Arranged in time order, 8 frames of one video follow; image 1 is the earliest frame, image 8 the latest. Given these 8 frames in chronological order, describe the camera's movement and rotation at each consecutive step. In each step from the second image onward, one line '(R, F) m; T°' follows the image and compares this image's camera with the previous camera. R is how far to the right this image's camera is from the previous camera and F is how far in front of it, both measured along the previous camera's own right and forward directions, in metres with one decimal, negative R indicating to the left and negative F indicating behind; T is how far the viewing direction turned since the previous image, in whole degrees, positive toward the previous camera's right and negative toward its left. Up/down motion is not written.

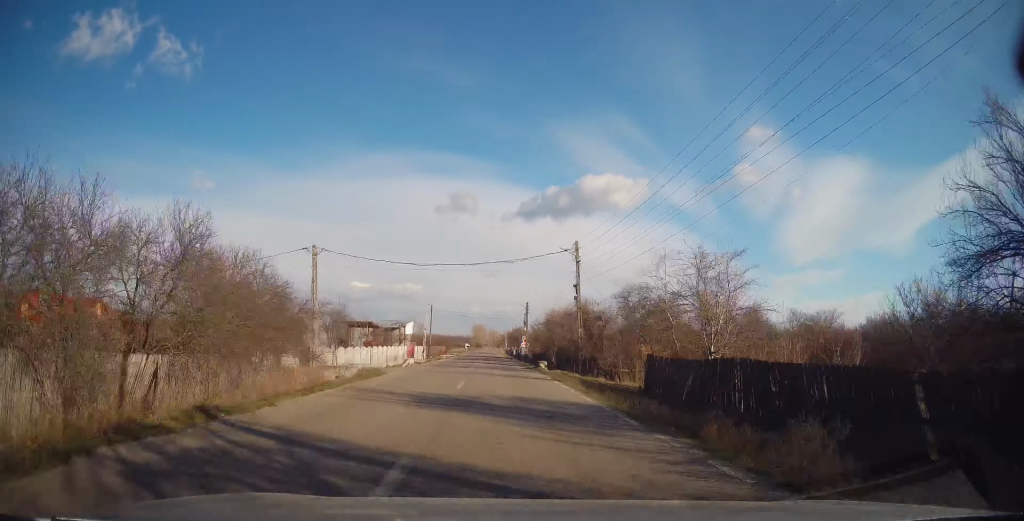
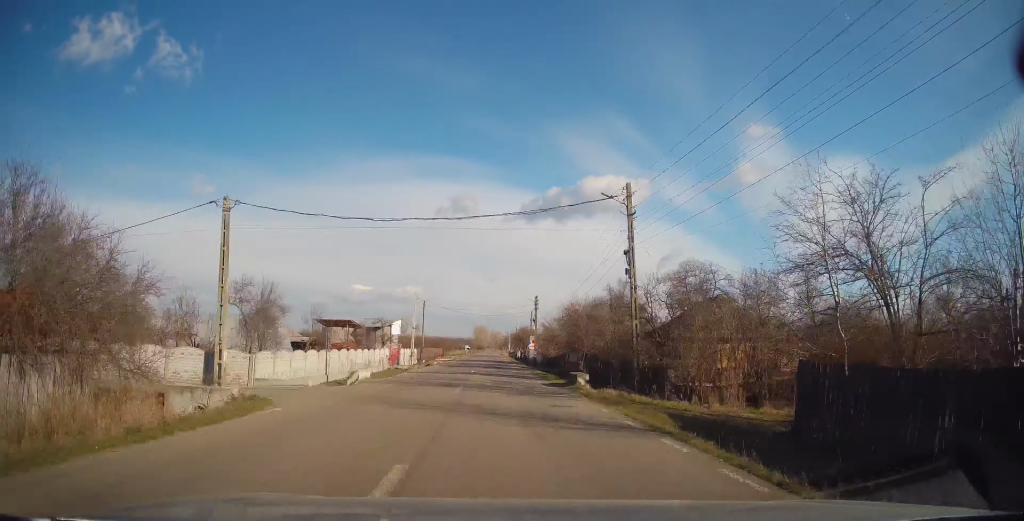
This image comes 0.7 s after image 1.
(0.0, +12.4) m; 0°
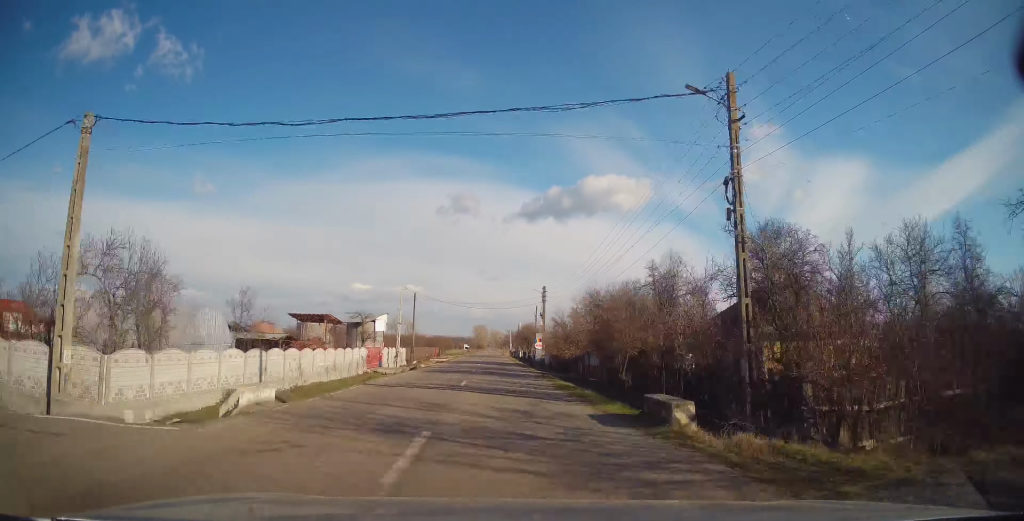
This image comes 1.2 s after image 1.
(0.0, +9.6) m; 0°
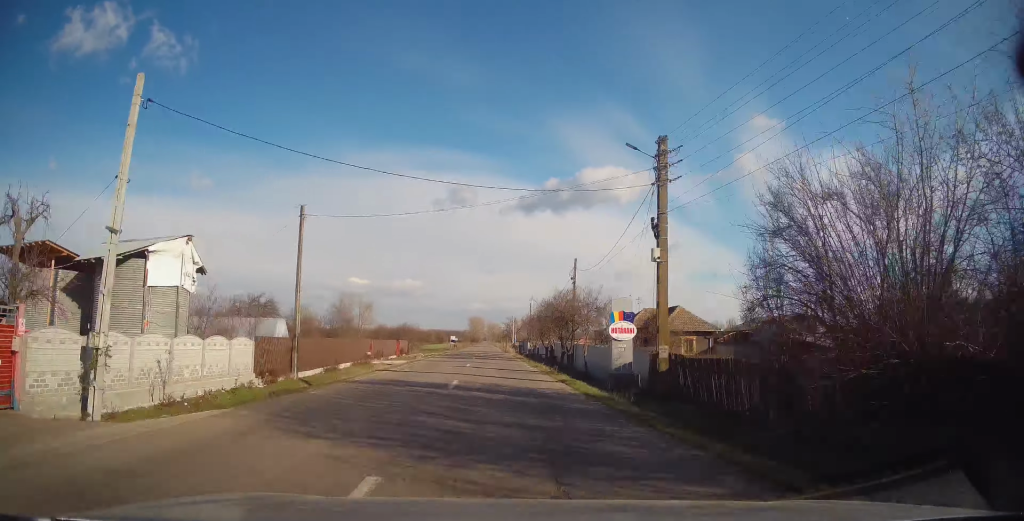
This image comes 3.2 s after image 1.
(0.0, +38.6) m; +1°
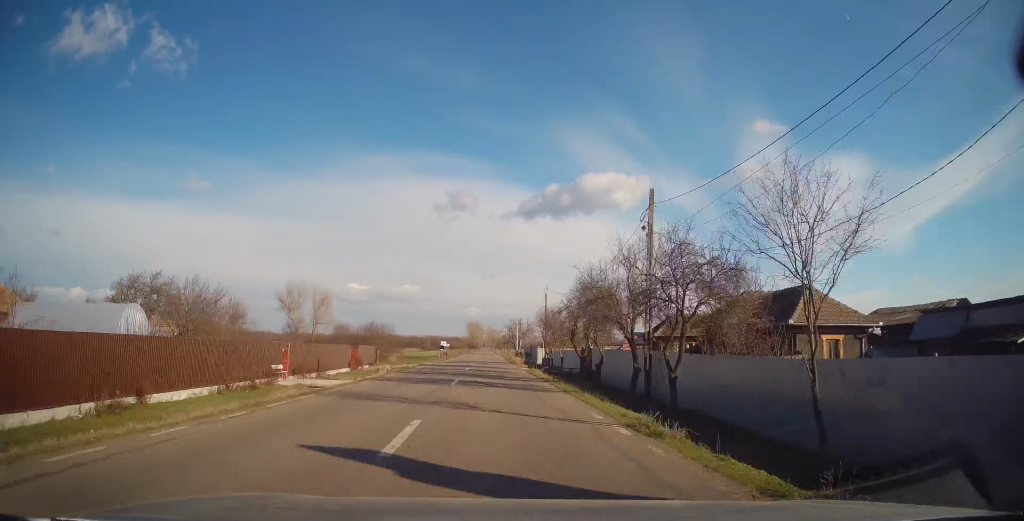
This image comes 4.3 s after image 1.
(+0.4, +20.2) m; +1°
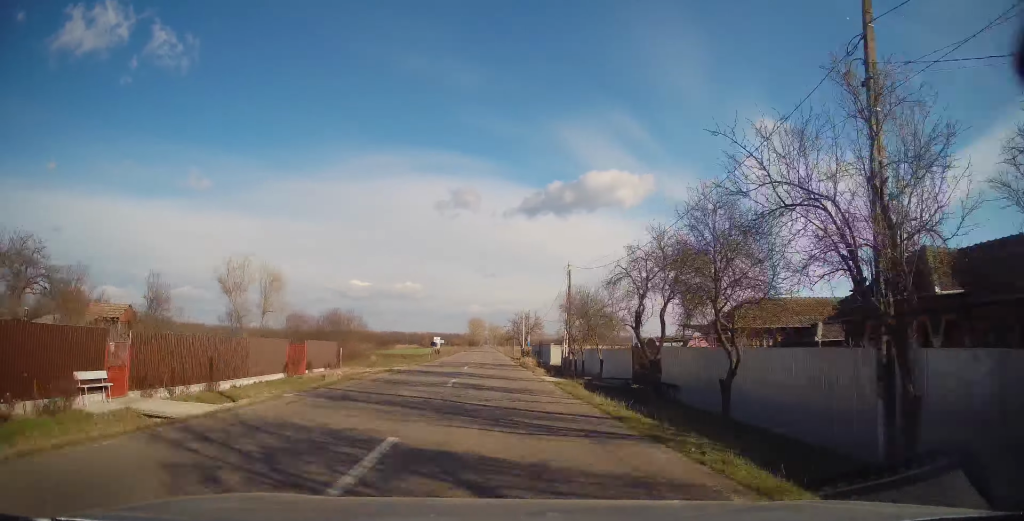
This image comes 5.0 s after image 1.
(-0.1, +13.2) m; -1°
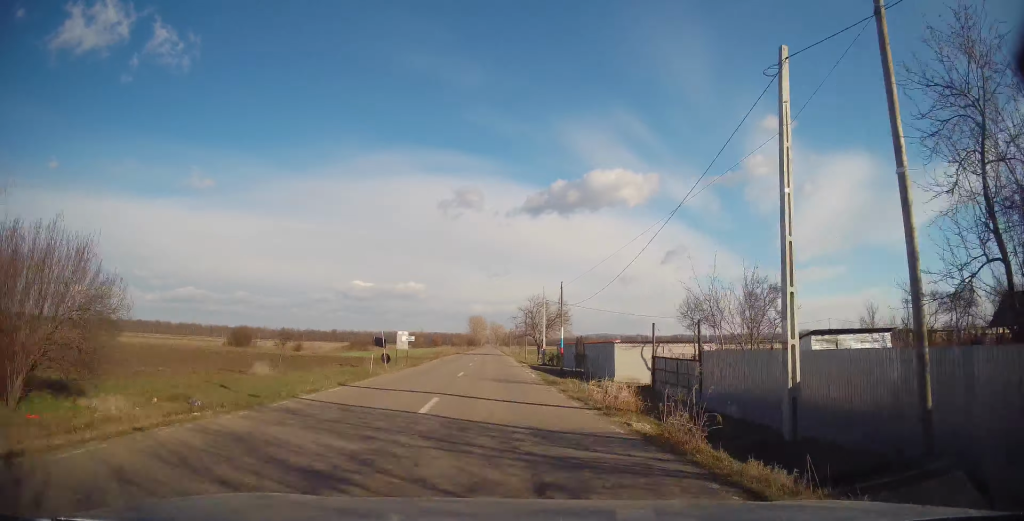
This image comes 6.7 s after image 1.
(-0.5, +30.7) m; -1°
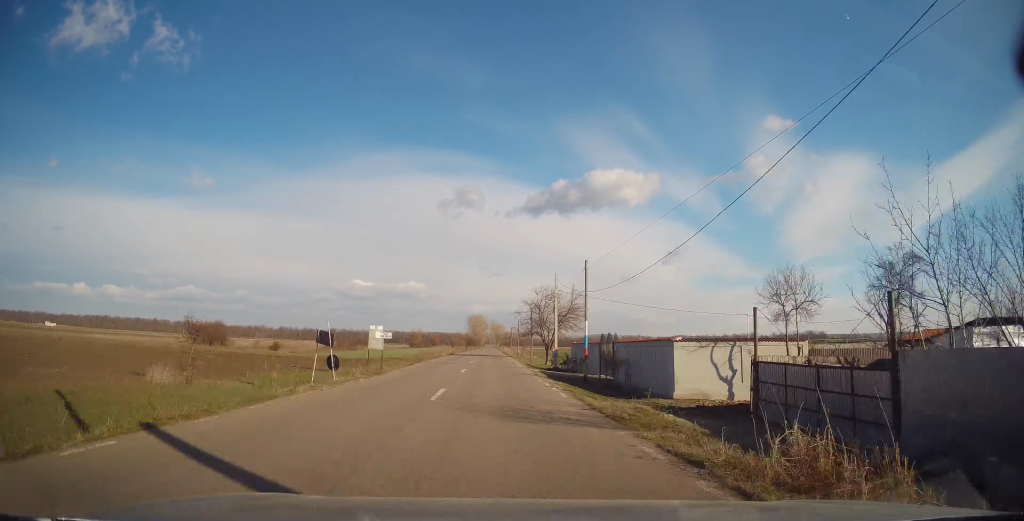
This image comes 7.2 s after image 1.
(0.0, +9.8) m; 0°
